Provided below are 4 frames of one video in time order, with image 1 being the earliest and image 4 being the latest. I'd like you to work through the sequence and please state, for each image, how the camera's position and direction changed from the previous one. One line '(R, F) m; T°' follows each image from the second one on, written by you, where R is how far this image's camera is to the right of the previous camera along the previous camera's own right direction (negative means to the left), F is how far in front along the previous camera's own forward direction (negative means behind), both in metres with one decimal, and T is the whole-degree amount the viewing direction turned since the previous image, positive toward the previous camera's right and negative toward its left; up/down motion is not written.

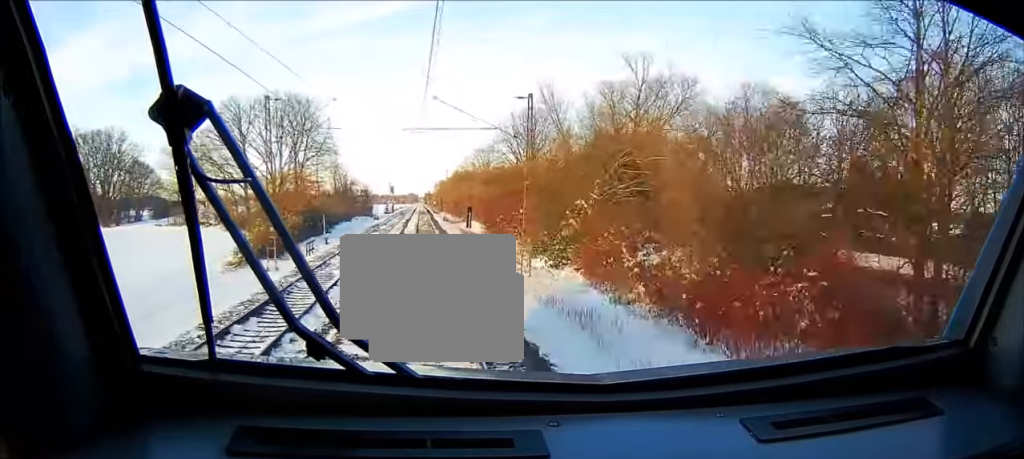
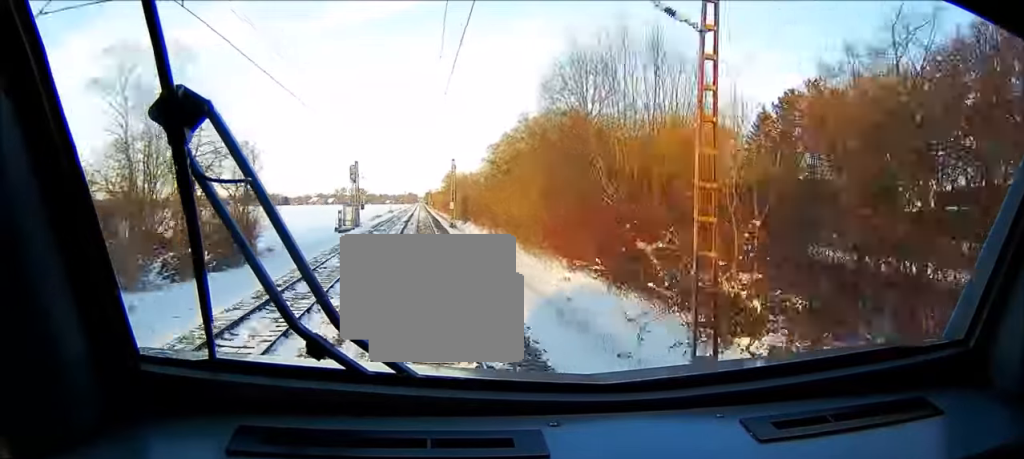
(-0.8, +99.0) m; -1°
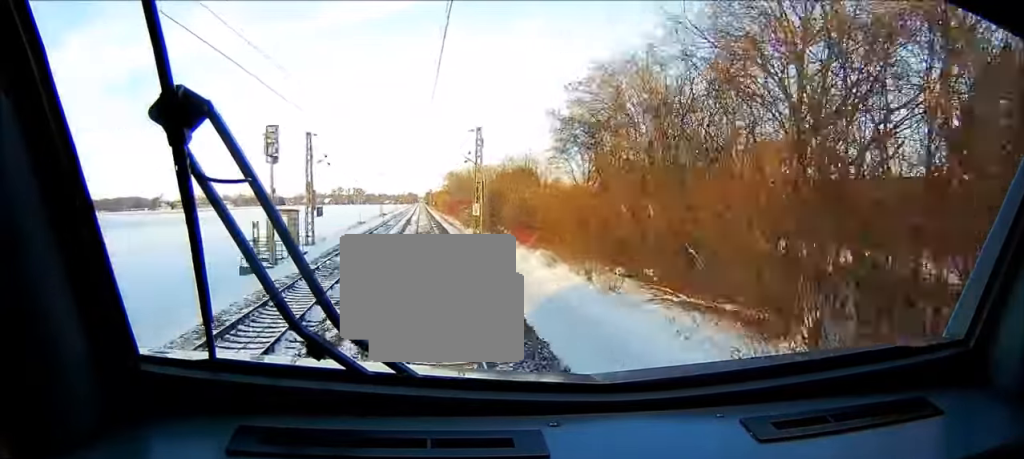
(-0.1, +37.0) m; 0°
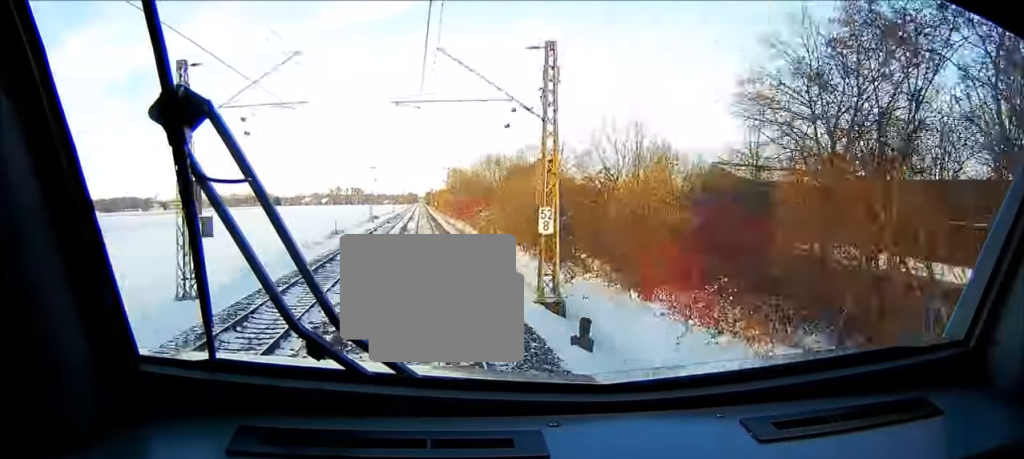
(-0.1, +27.2) m; 0°
